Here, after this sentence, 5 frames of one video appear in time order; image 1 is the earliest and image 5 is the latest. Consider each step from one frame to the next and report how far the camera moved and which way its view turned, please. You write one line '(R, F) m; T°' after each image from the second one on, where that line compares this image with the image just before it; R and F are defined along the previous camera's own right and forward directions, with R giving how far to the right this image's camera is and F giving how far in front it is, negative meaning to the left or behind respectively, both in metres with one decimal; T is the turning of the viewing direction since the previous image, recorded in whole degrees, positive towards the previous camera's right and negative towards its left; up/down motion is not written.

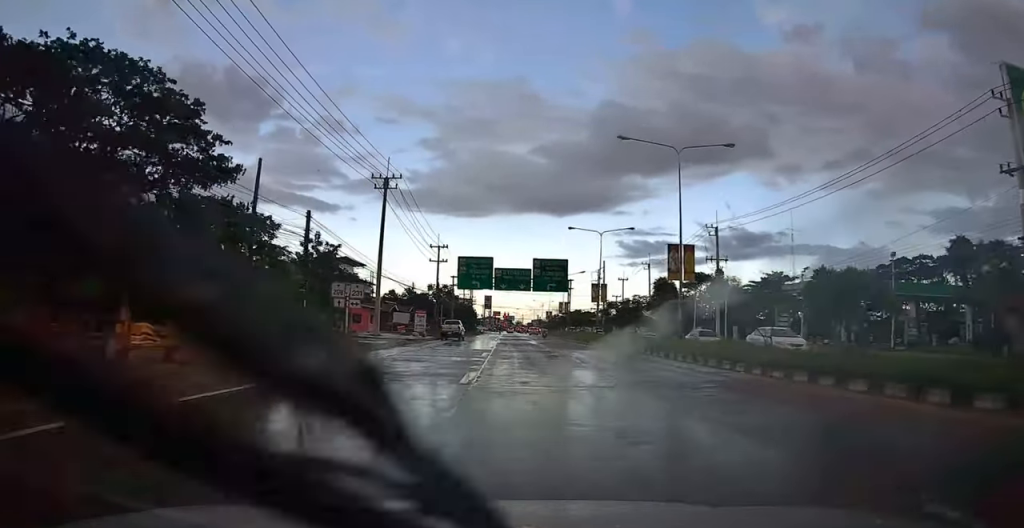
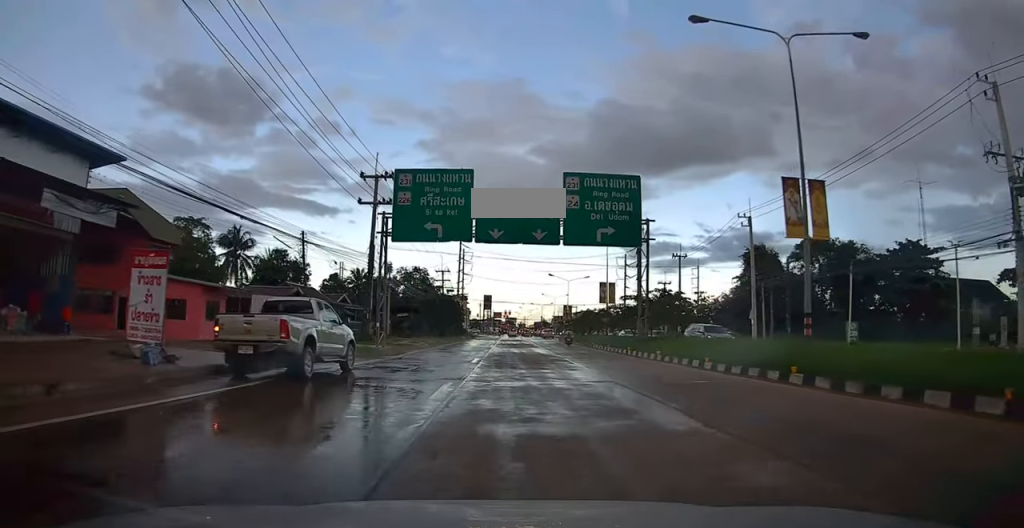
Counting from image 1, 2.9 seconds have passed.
(+1.6, +38.5) m; +4°
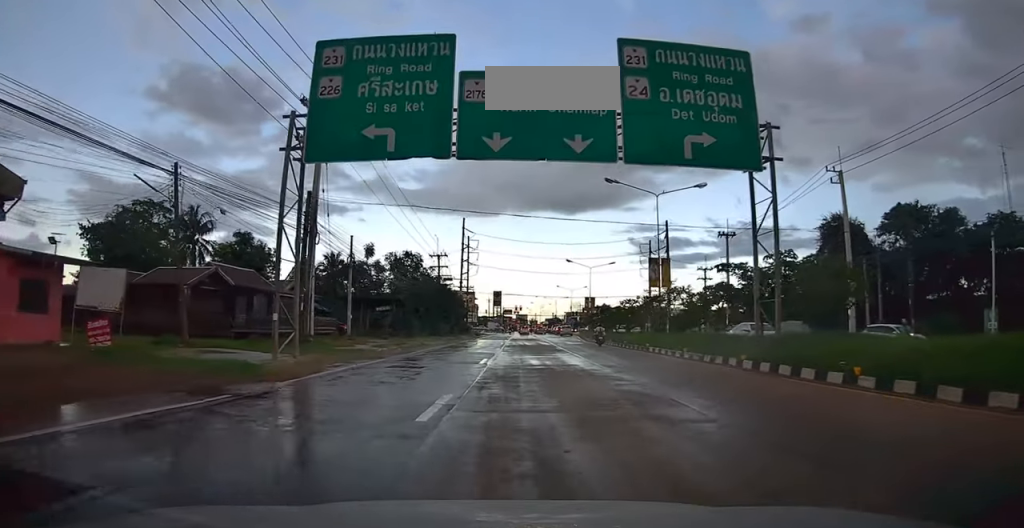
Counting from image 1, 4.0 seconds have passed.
(+0.7, +14.5) m; 0°
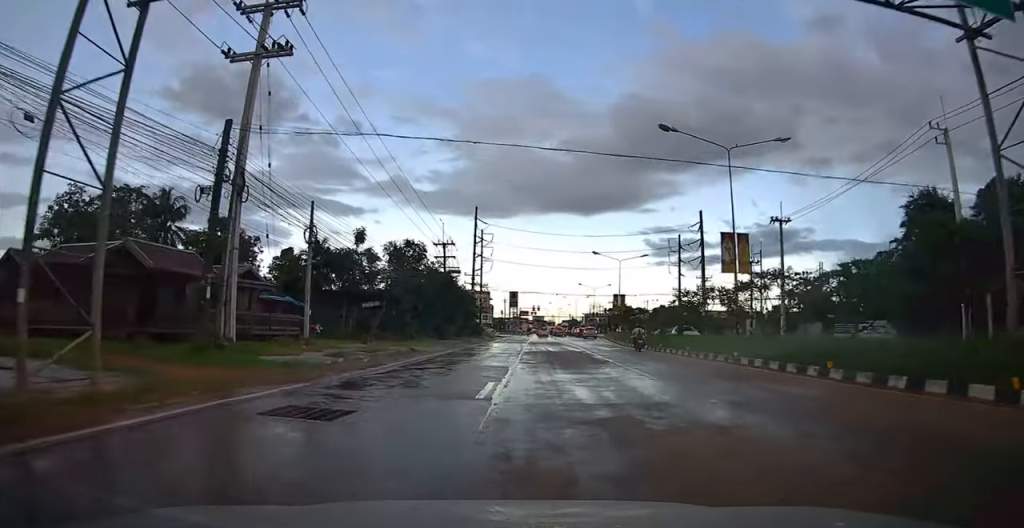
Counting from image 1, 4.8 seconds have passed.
(-0.6, +9.7) m; -3°
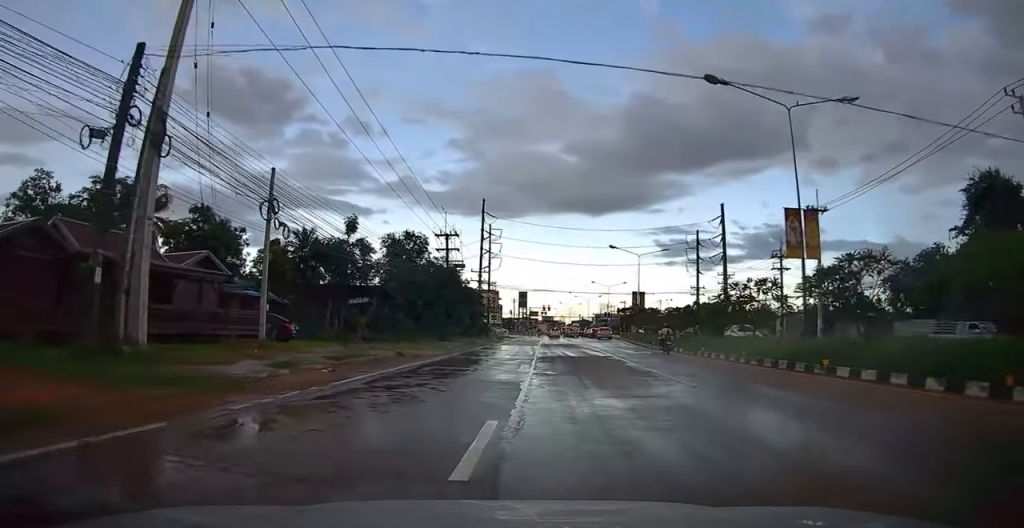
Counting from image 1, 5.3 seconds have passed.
(0.0, +5.4) m; -1°
